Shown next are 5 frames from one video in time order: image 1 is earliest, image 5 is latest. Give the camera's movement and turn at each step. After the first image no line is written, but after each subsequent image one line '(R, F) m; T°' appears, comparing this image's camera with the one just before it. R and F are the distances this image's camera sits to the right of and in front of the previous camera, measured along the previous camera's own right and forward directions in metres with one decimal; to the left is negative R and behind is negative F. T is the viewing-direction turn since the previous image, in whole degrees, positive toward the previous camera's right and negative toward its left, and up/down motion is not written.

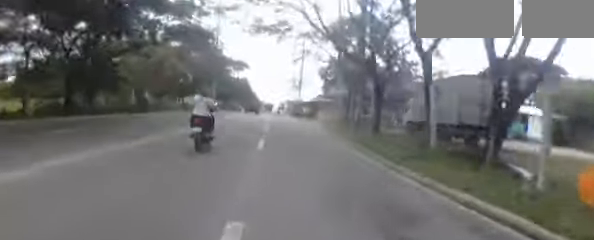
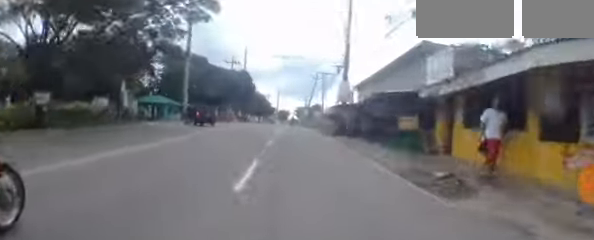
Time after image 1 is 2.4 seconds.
(-0.1, +31.6) m; +1°
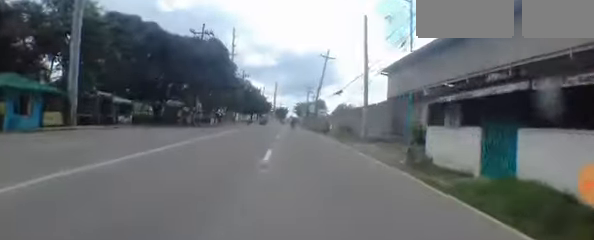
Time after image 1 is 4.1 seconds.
(-0.7, +24.2) m; -5°
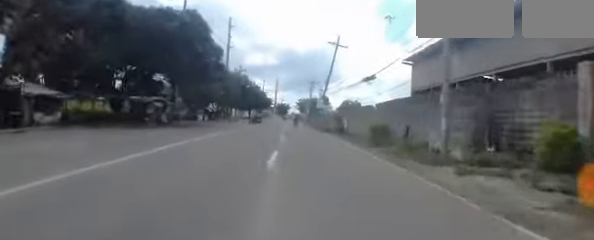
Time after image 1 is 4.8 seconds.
(-0.3, +10.0) m; -1°
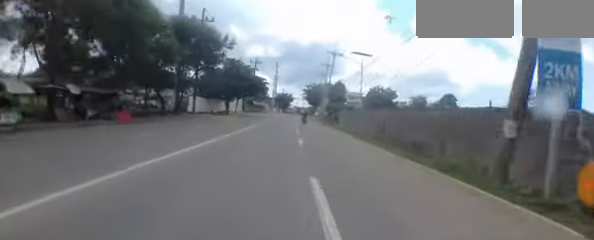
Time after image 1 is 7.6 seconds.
(+0.6, +40.8) m; +3°
